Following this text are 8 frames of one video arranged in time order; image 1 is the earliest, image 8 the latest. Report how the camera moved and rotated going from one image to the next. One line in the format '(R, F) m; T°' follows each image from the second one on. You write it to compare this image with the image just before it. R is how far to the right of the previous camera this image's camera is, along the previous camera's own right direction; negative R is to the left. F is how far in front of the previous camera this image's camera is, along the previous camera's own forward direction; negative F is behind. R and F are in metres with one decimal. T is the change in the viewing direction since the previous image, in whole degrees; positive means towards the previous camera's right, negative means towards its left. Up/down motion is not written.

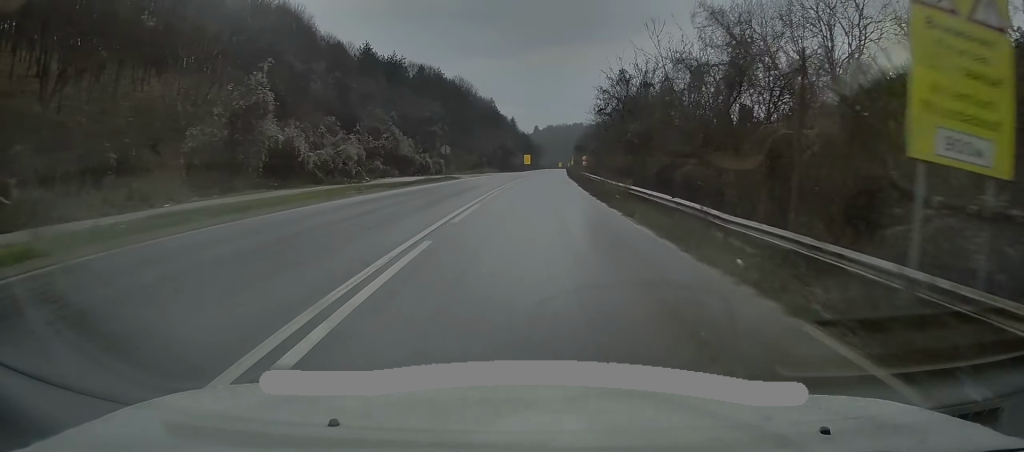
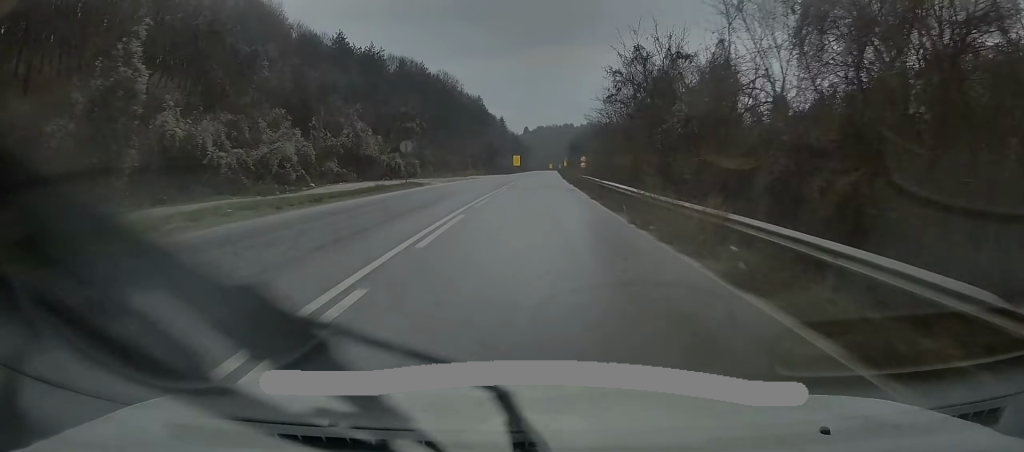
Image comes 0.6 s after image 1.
(-0.1, +12.5) m; +1°
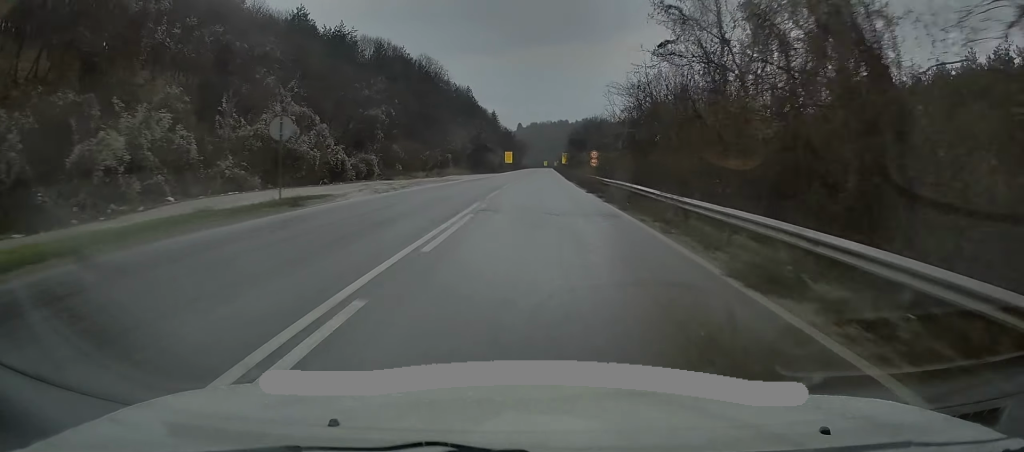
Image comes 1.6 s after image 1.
(+0.4, +18.5) m; +1°
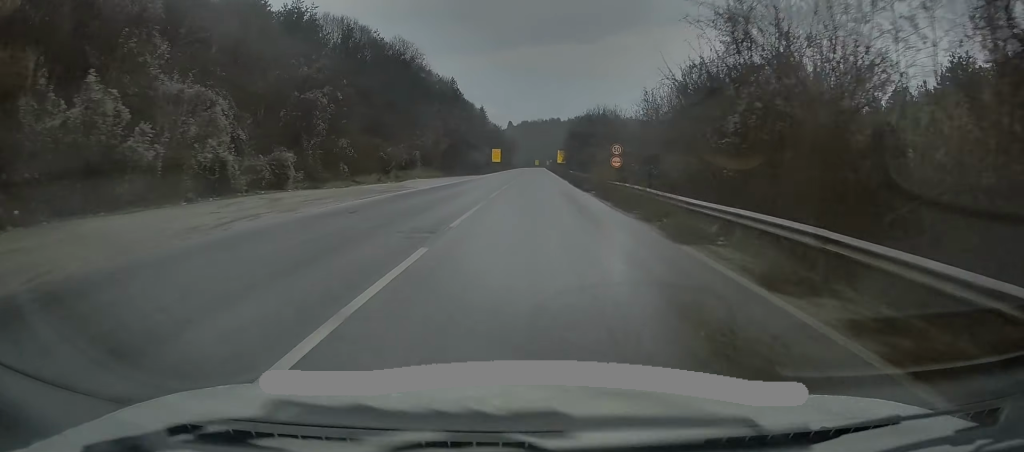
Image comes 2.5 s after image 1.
(+0.1, +18.9) m; +1°
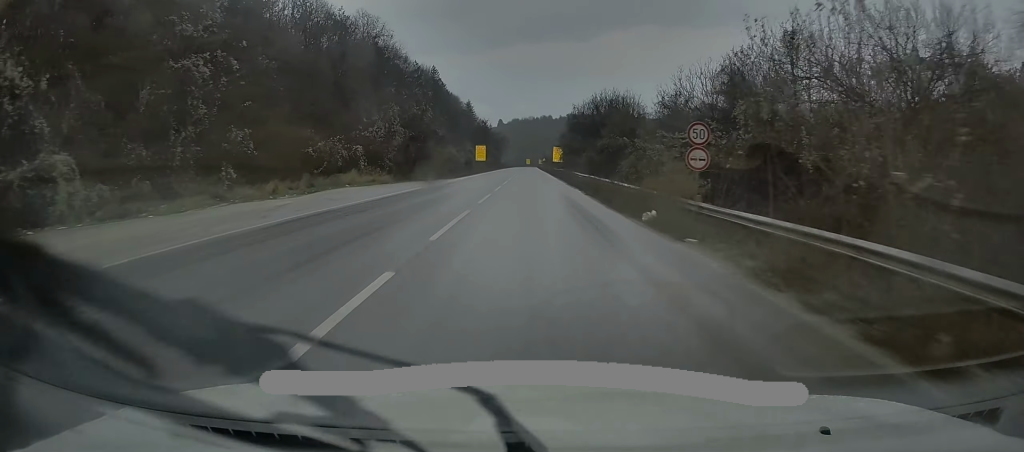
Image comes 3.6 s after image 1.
(+0.4, +20.0) m; 0°
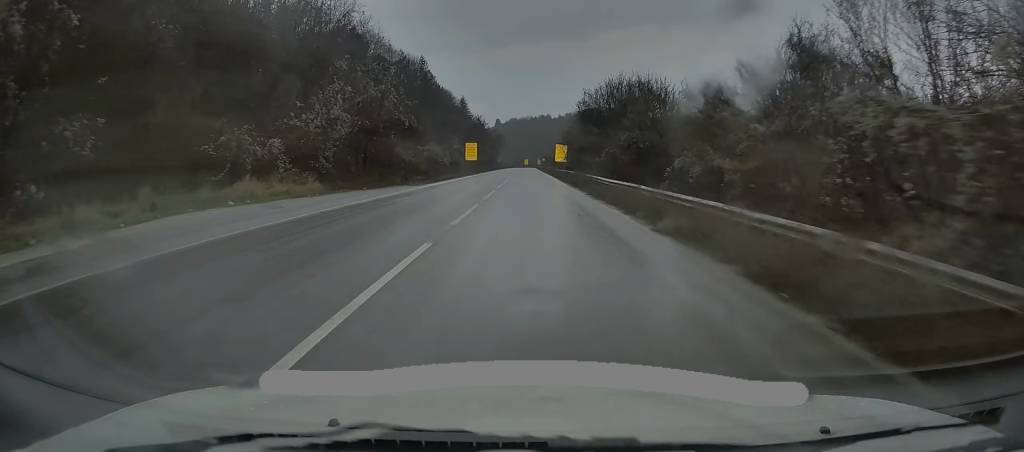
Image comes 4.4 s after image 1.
(-0.3, +15.4) m; 0°
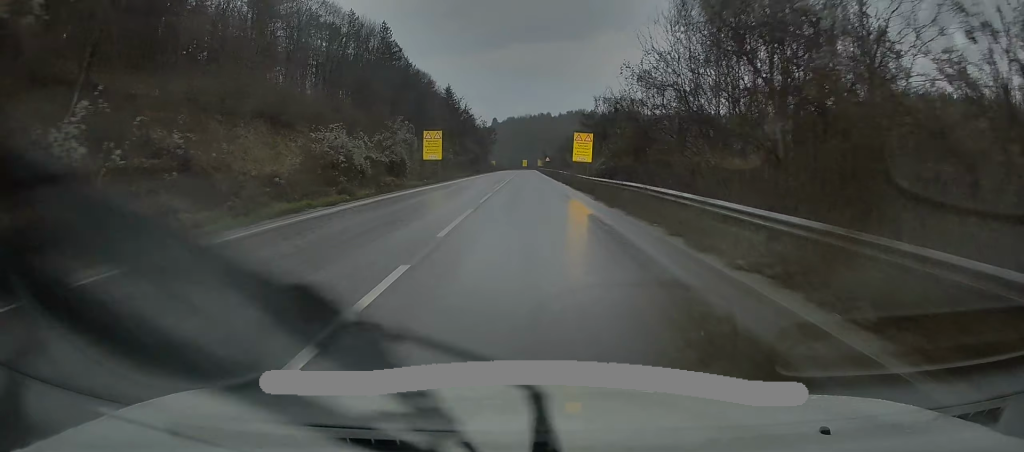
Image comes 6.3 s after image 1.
(+0.5, +37.9) m; +1°
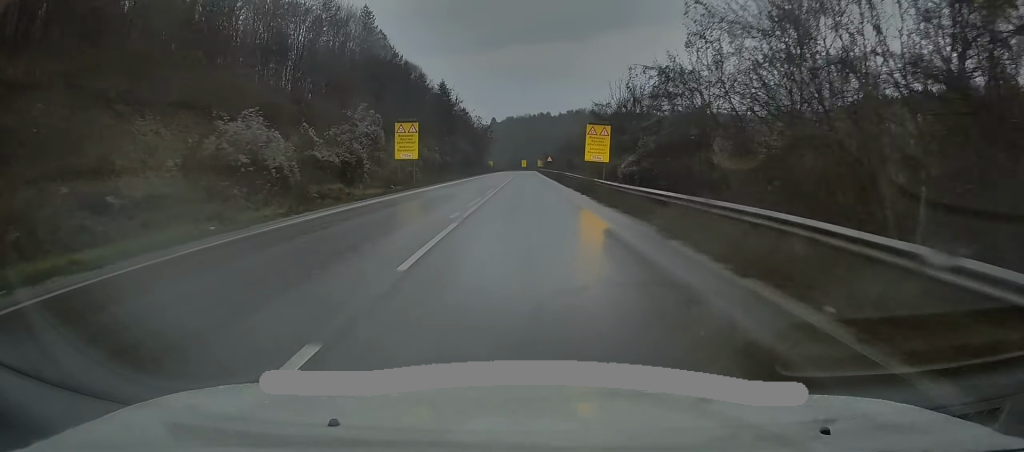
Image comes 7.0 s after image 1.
(0.0, +12.2) m; 0°
